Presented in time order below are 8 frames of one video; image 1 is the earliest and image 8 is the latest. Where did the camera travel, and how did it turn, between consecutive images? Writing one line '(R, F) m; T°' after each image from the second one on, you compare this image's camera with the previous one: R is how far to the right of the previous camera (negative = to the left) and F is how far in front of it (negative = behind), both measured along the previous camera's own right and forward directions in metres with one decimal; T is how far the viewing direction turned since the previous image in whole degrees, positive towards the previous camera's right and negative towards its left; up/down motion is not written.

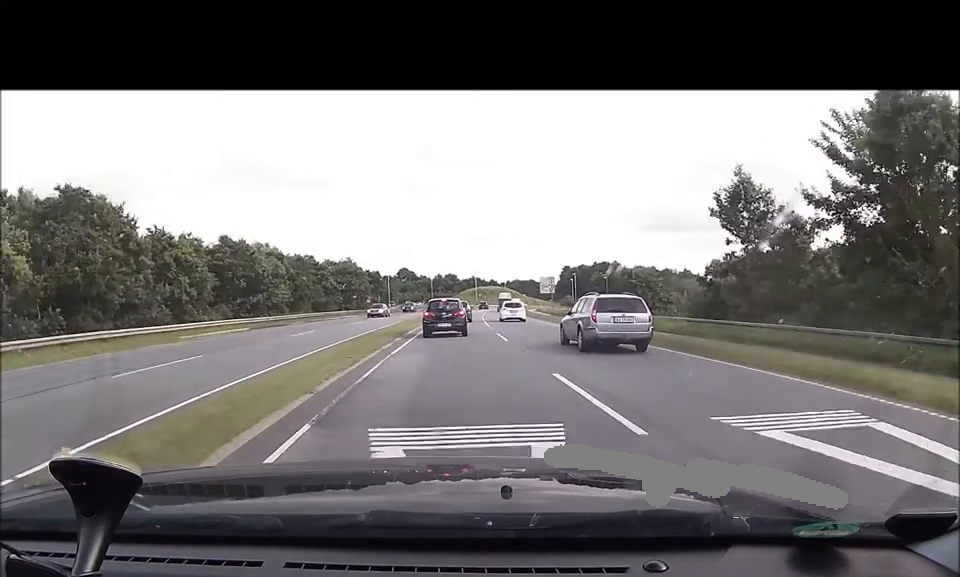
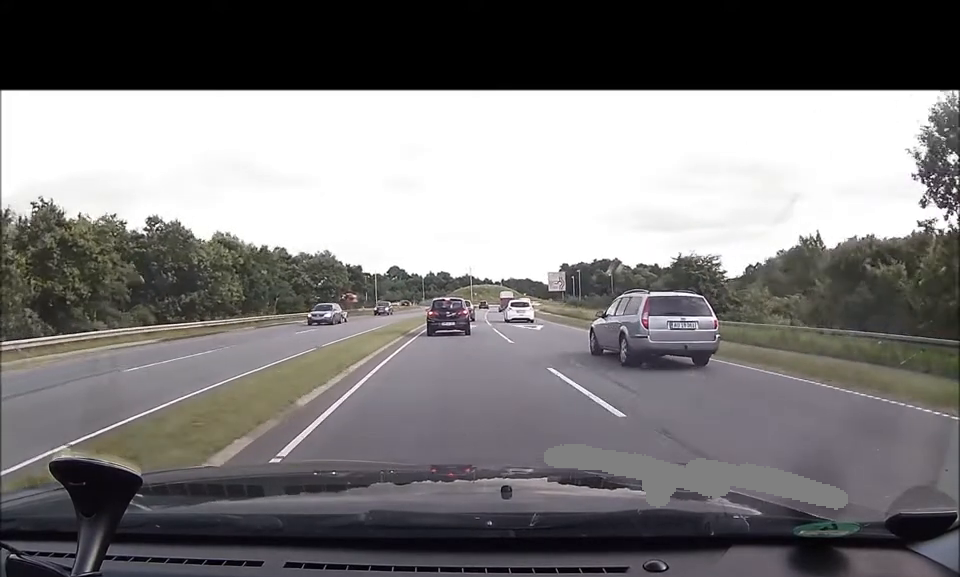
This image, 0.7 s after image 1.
(+0.1, +14.5) m; +1°
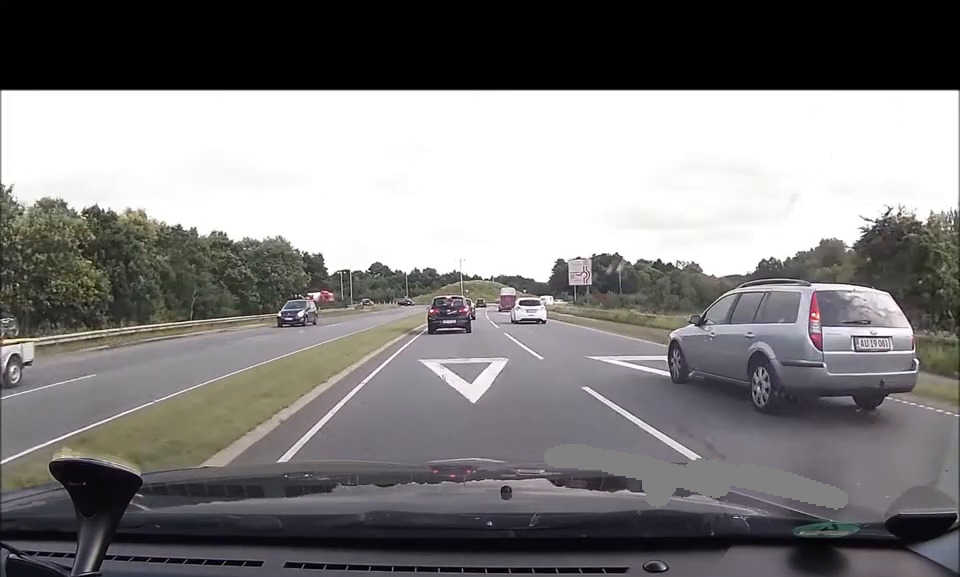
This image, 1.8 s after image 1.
(+0.3, +22.8) m; +1°
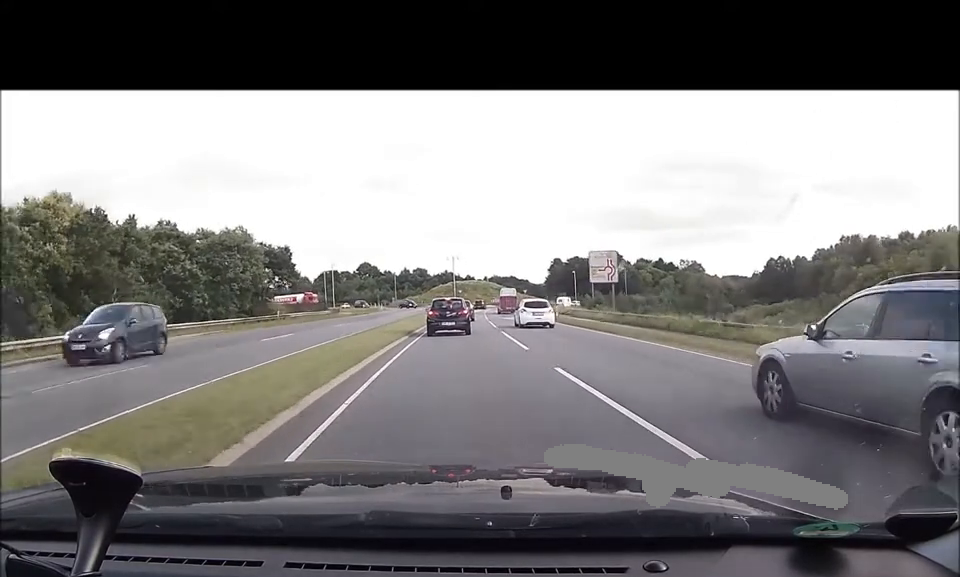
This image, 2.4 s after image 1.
(0.0, +11.0) m; +1°
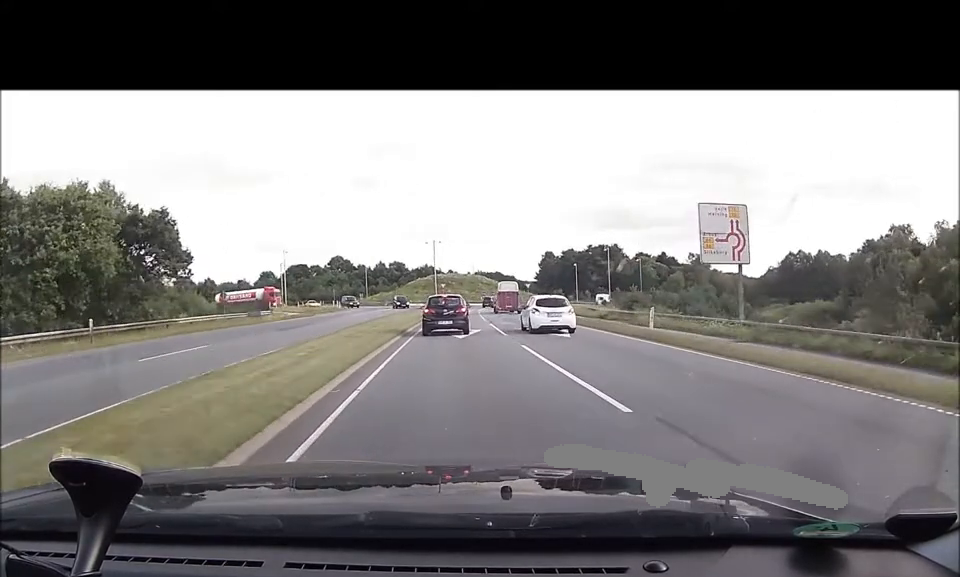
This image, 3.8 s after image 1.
(+0.6, +26.4) m; +2°
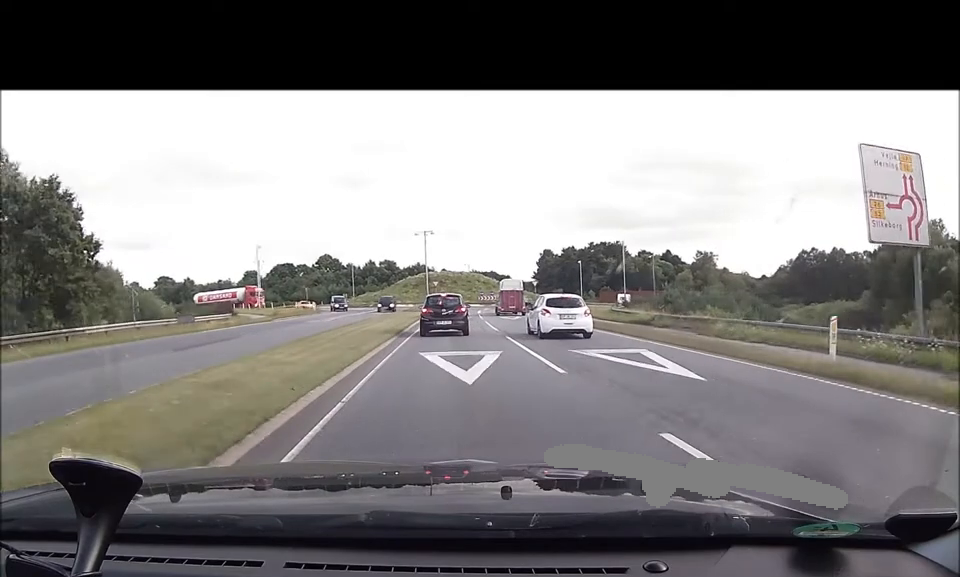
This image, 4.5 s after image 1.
(+0.2, +10.7) m; 0°
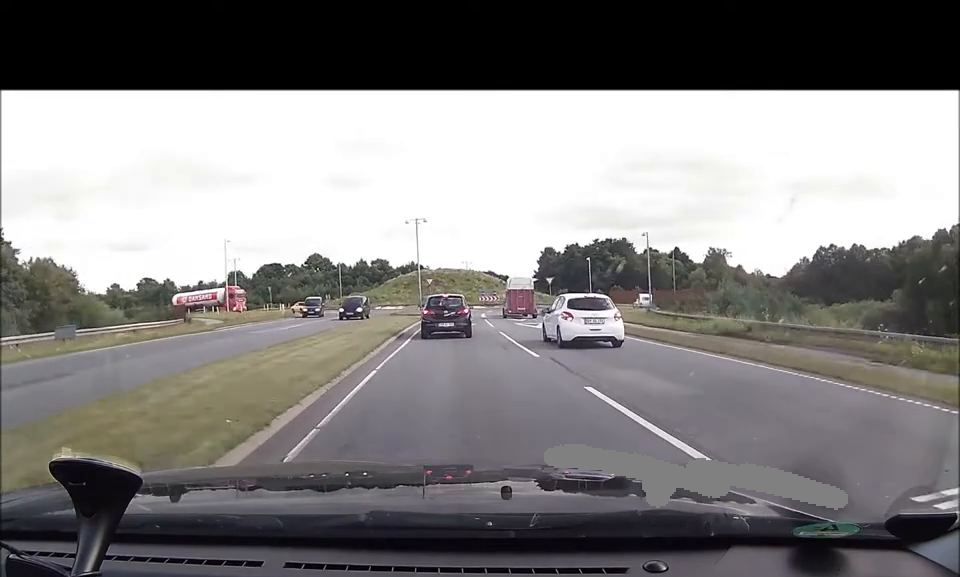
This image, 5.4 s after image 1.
(-0.2, +13.8) m; 0°
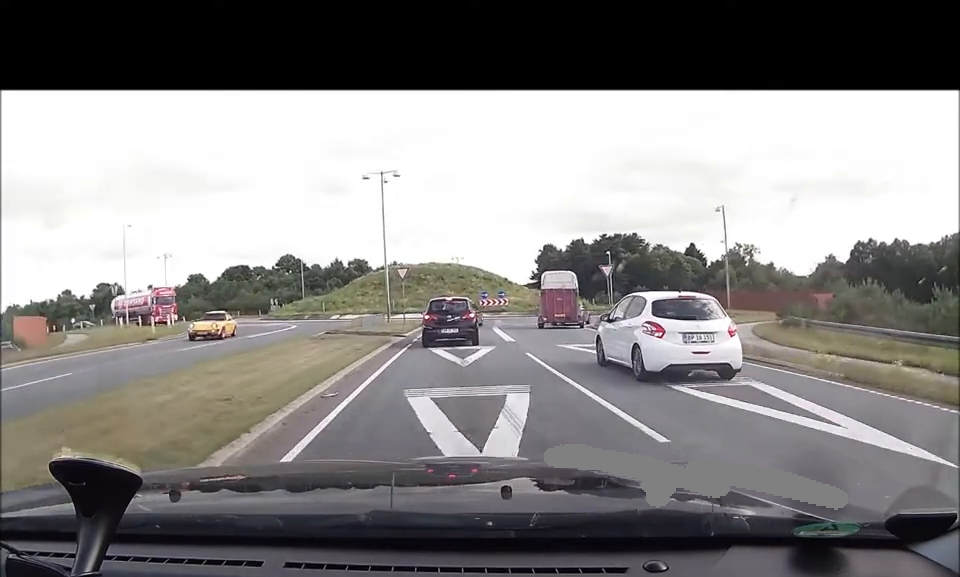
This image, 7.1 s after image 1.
(+0.6, +23.0) m; +2°
